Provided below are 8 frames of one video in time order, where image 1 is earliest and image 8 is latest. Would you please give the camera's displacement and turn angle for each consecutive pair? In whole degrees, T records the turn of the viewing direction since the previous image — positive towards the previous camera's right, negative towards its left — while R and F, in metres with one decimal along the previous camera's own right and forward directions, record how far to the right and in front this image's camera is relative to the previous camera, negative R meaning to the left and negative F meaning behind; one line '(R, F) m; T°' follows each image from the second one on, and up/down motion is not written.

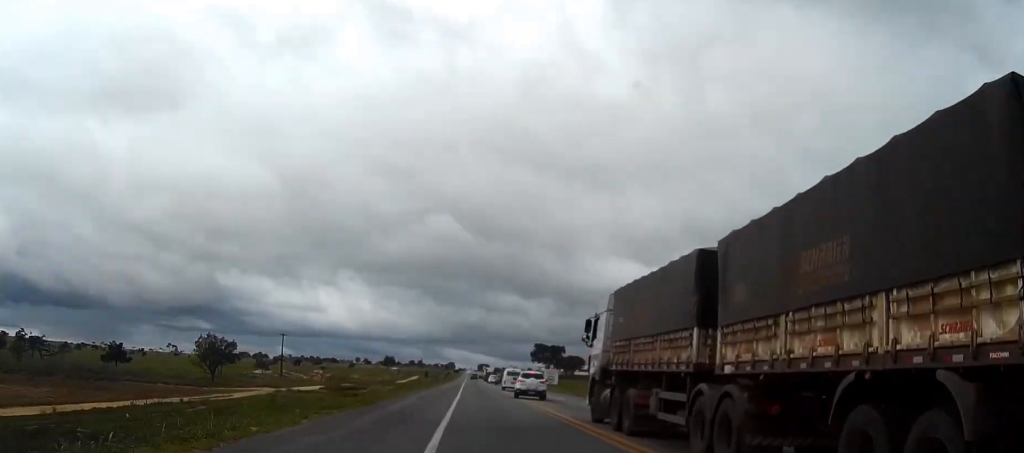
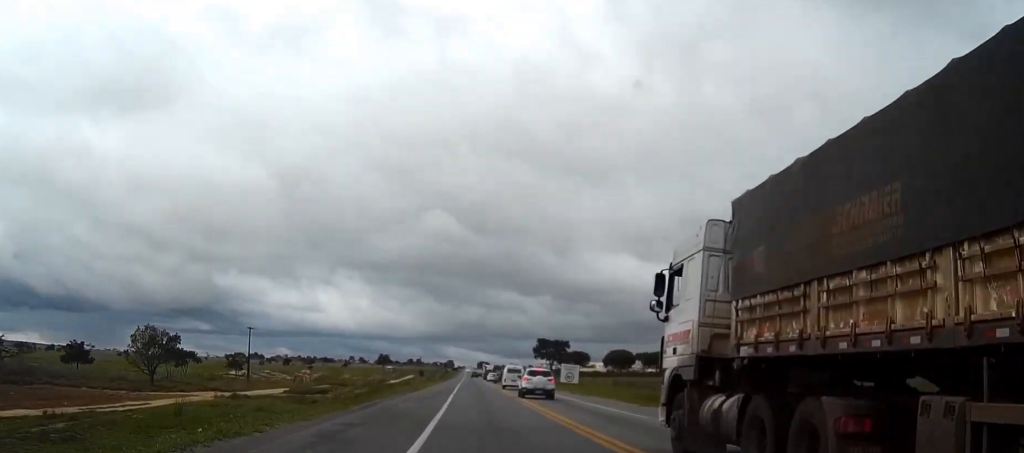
(0.0, +22.6) m; 0°
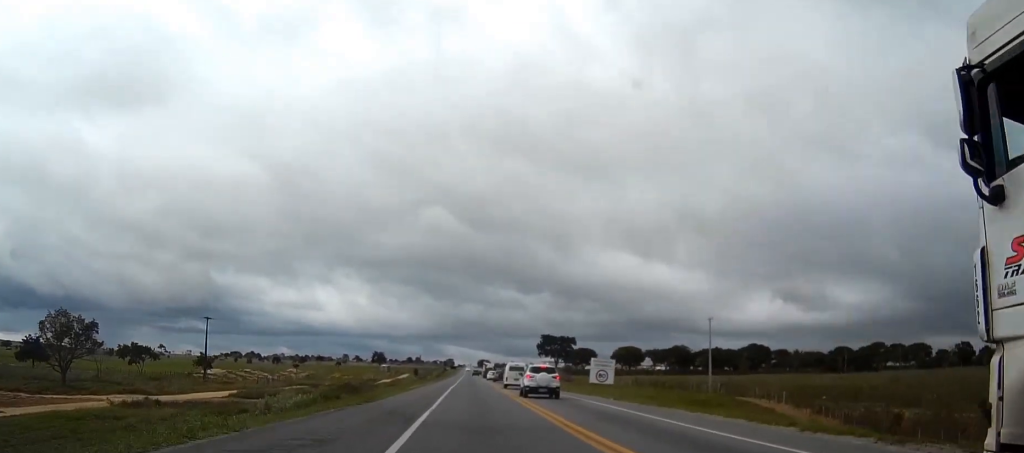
(0.0, +22.3) m; 0°
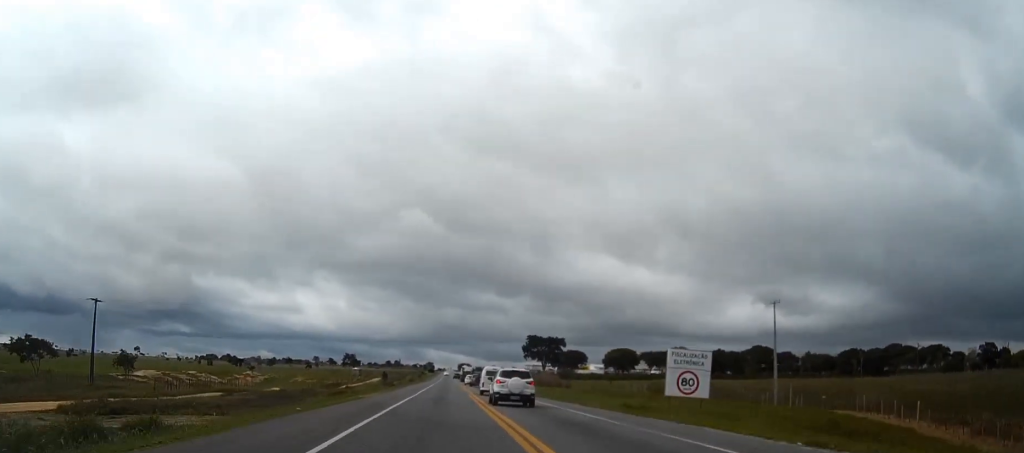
(+0.3, +30.9) m; +1°
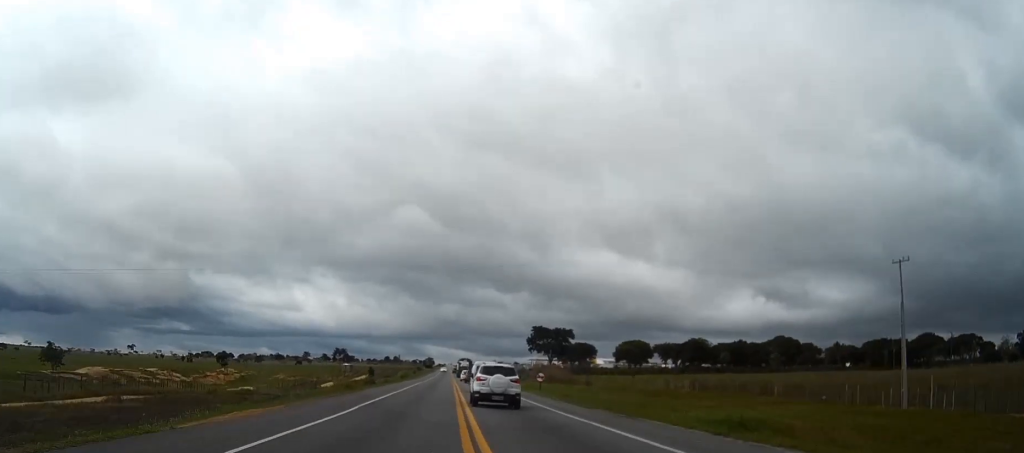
(+0.2, +26.0) m; +1°
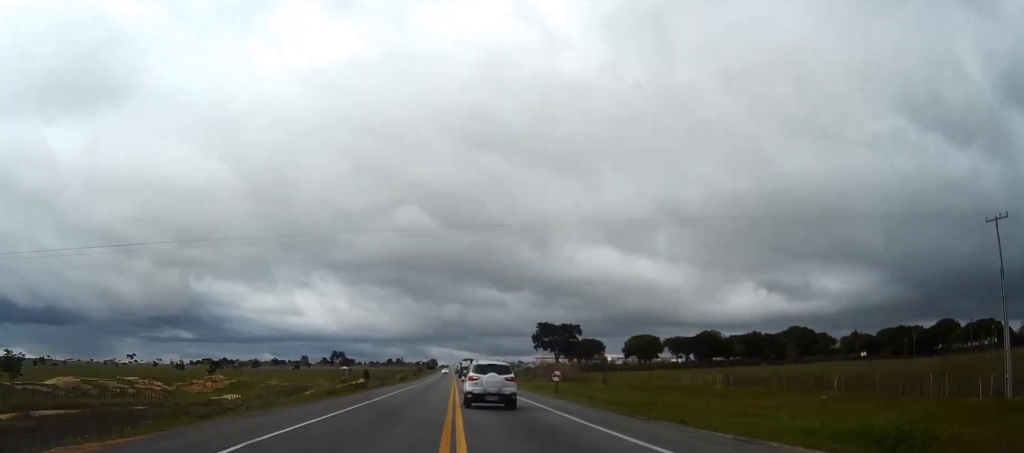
(+0.1, +12.8) m; 0°
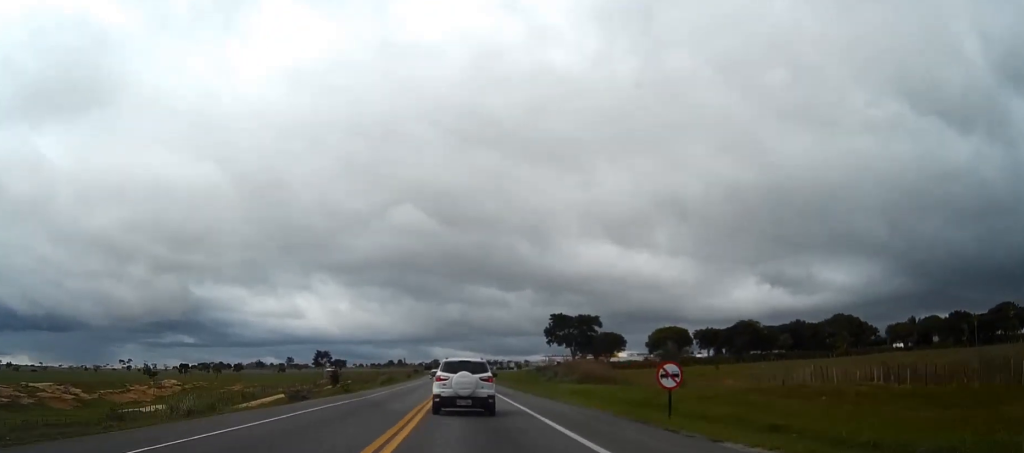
(-0.5, +37.7) m; -1°
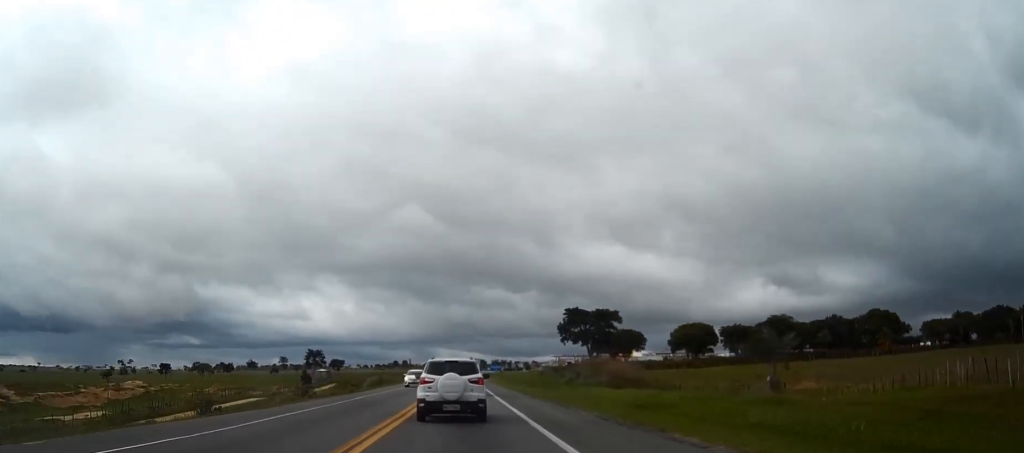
(-0.1, +22.9) m; -1°
